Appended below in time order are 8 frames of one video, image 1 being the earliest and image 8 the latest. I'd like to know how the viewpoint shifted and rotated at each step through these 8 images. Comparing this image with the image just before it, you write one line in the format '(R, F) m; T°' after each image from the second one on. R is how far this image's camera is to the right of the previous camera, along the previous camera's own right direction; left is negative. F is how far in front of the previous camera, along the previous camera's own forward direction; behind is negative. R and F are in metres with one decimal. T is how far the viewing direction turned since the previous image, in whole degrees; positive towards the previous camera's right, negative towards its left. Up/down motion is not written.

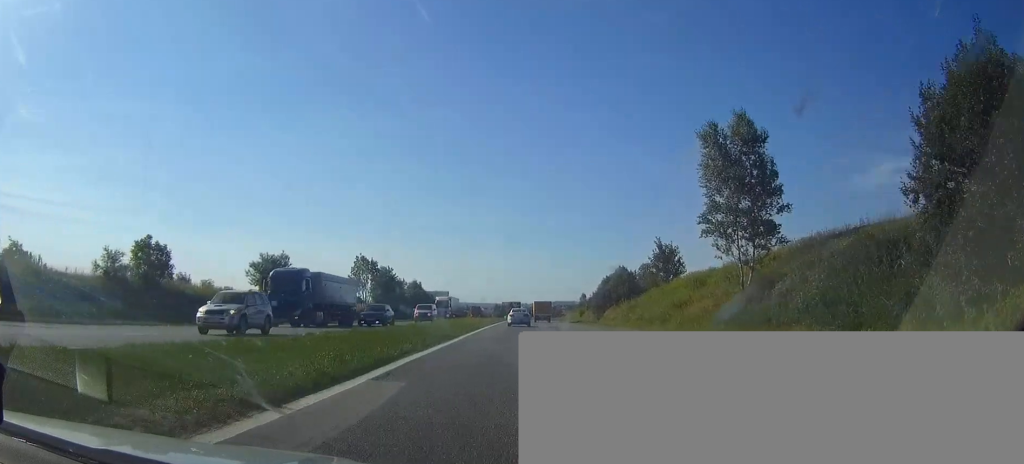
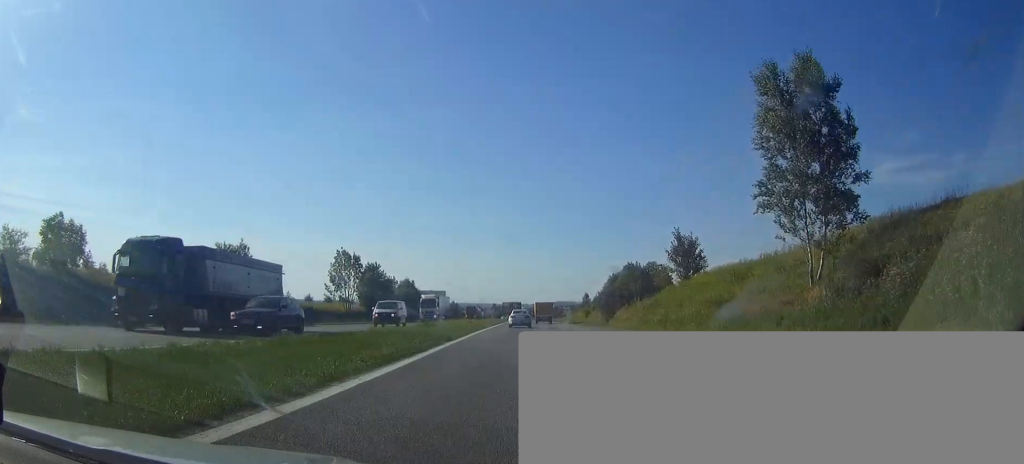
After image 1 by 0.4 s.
(0.0, +10.4) m; 0°
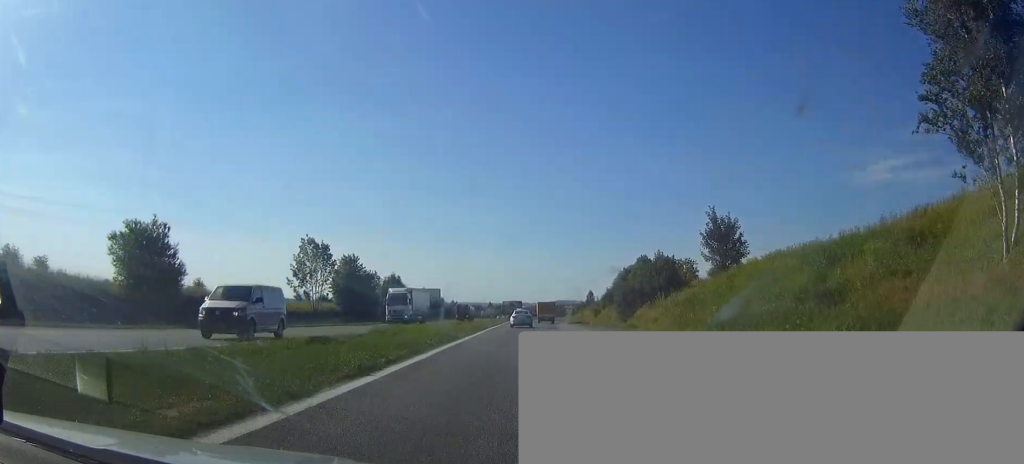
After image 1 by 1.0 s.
(0.0, +14.7) m; 0°
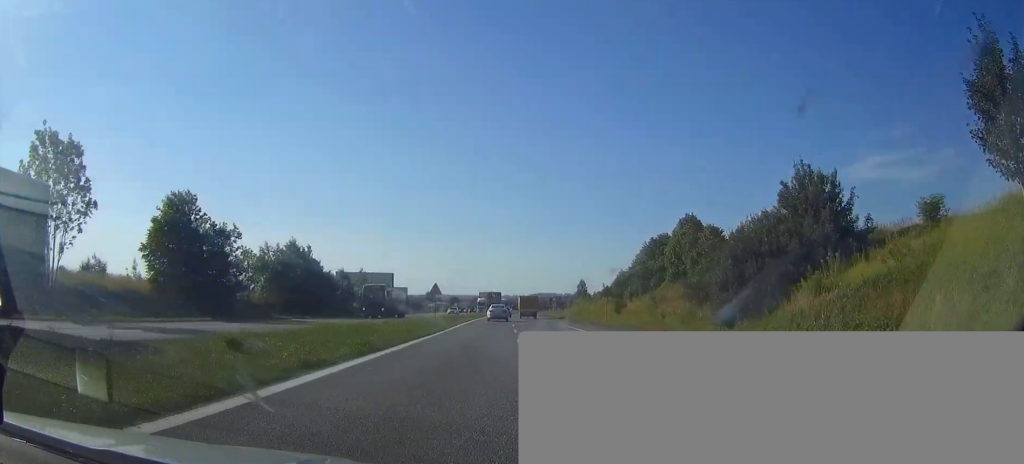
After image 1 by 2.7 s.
(+0.7, +43.6) m; +2°
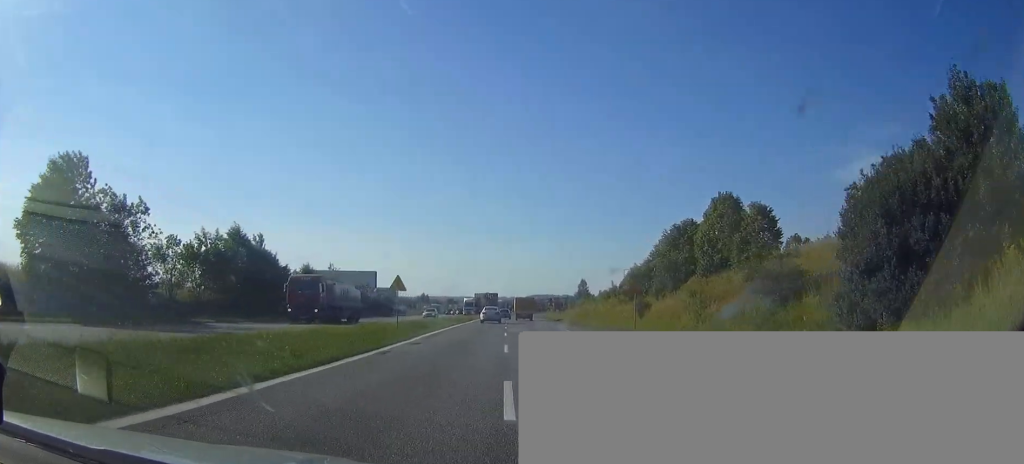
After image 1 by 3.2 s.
(+0.1, +14.4) m; 0°
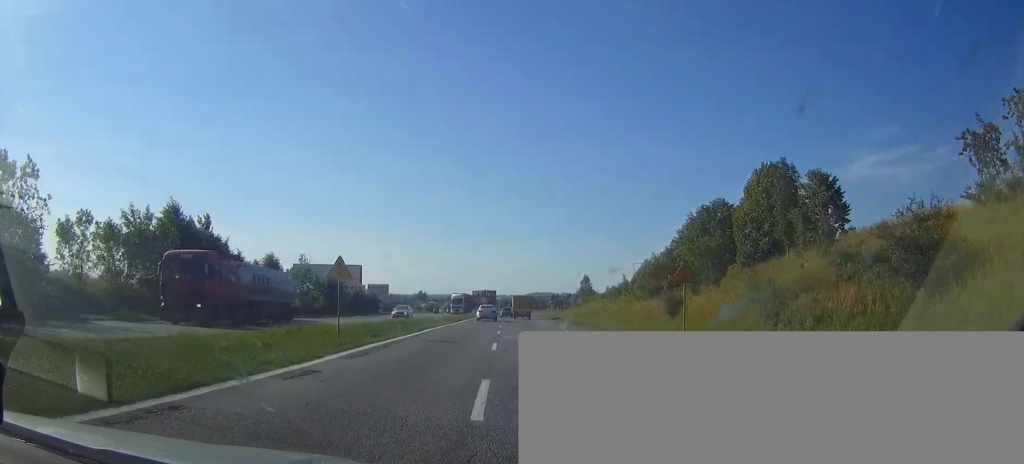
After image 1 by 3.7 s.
(0.0, +11.8) m; 0°
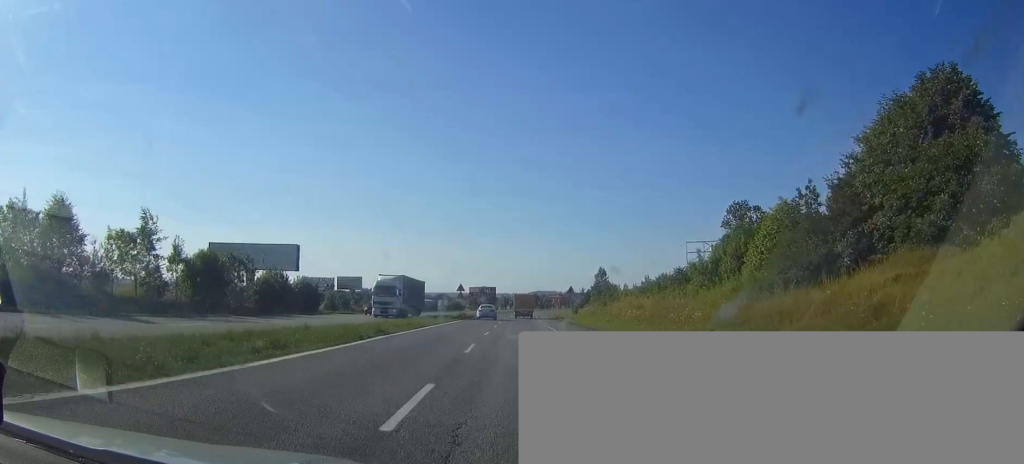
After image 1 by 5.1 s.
(0.0, +35.9) m; 0°
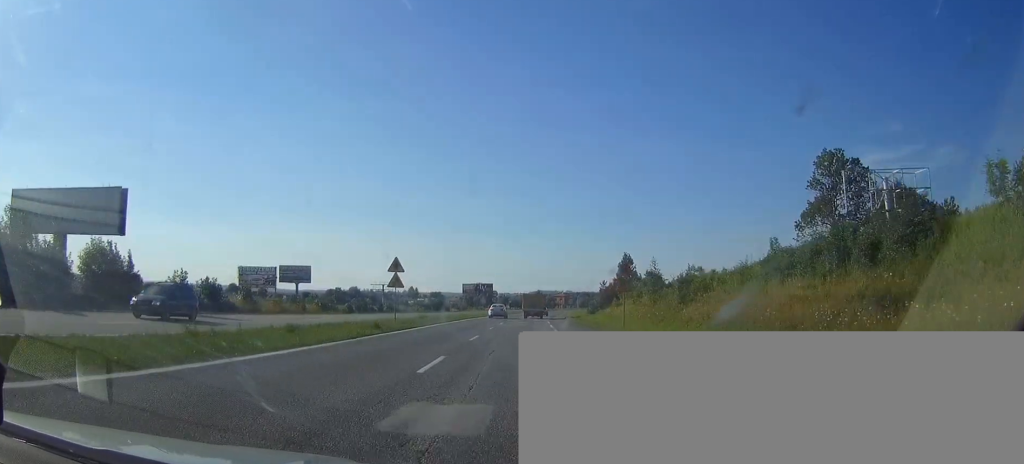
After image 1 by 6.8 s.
(0.0, +40.4) m; 0°
